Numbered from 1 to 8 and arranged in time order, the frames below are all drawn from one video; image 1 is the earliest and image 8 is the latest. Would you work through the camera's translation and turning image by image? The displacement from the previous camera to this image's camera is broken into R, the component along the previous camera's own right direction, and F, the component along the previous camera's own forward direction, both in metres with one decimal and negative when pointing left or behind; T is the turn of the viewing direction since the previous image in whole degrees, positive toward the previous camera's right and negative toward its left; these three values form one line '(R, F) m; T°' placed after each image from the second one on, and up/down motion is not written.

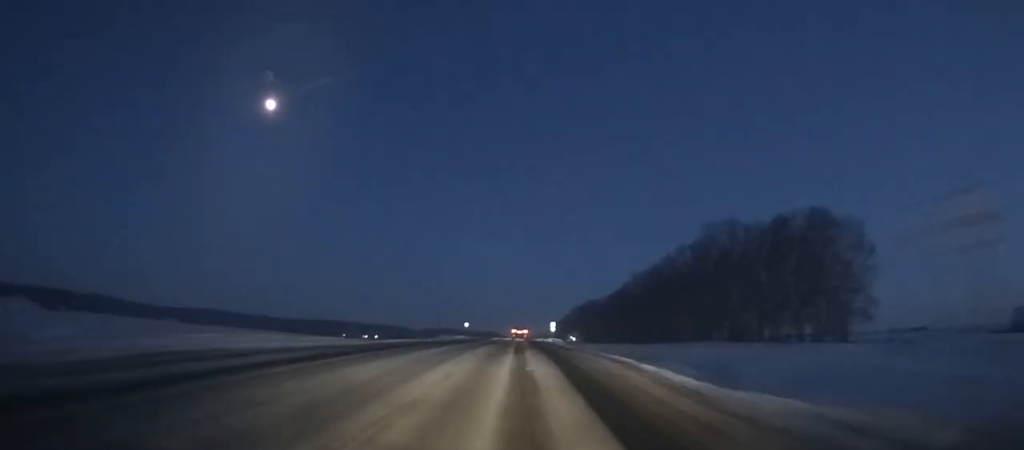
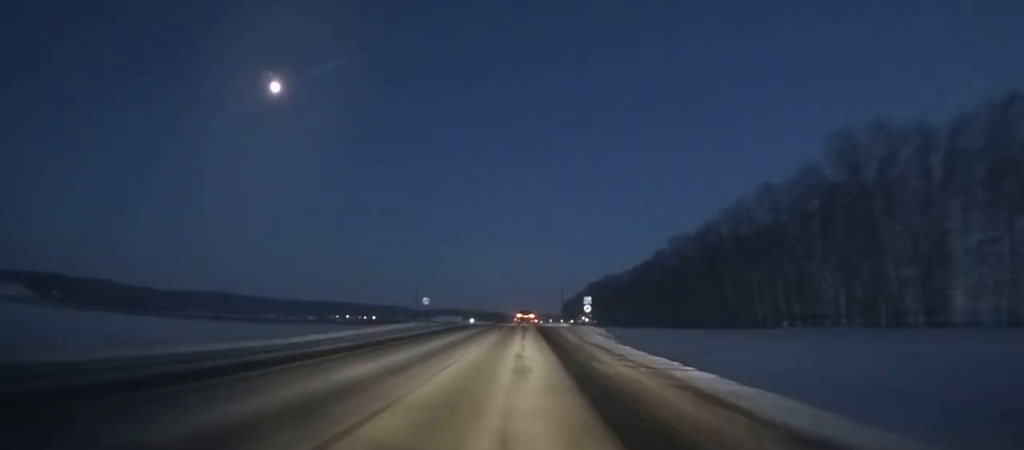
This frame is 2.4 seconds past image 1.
(-0.1, +48.4) m; 0°
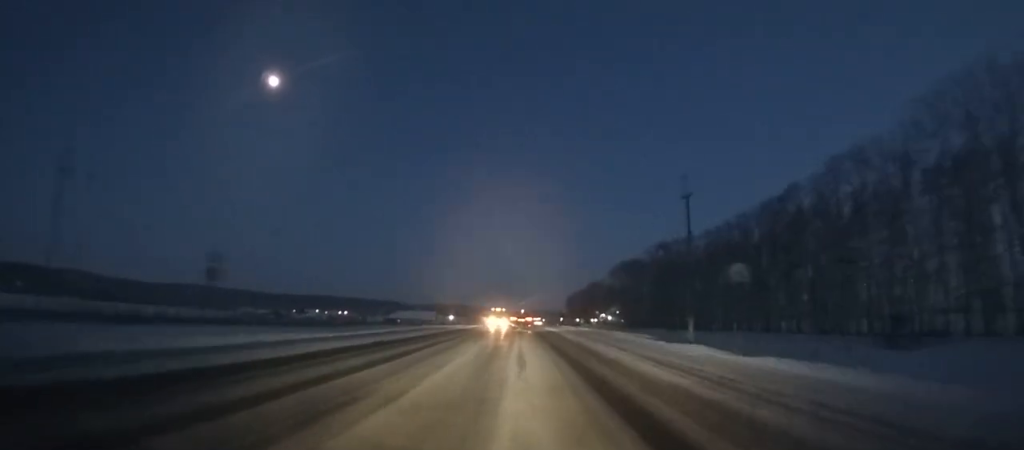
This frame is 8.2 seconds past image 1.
(0.0, +115.0) m; 0°
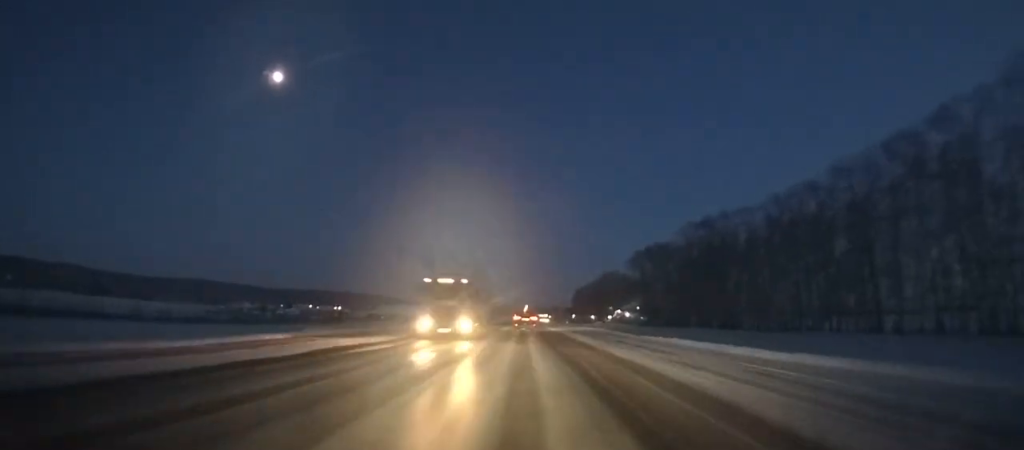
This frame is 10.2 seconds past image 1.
(0.0, +38.2) m; 0°
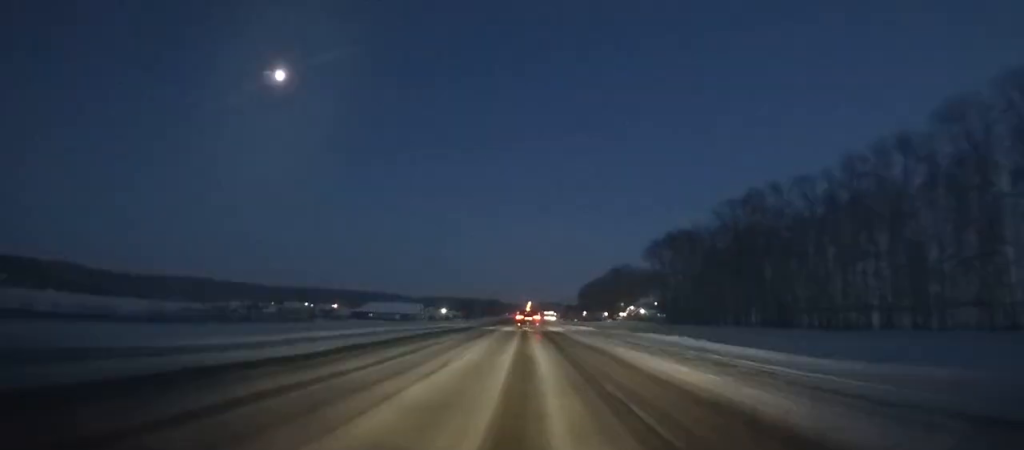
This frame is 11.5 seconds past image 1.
(0.0, +24.2) m; 0°
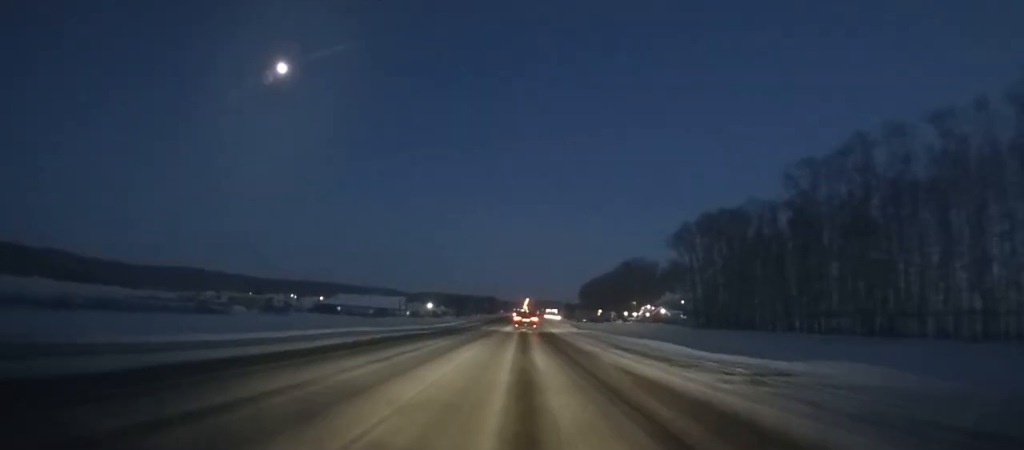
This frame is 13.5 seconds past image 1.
(0.0, +36.5) m; 0°
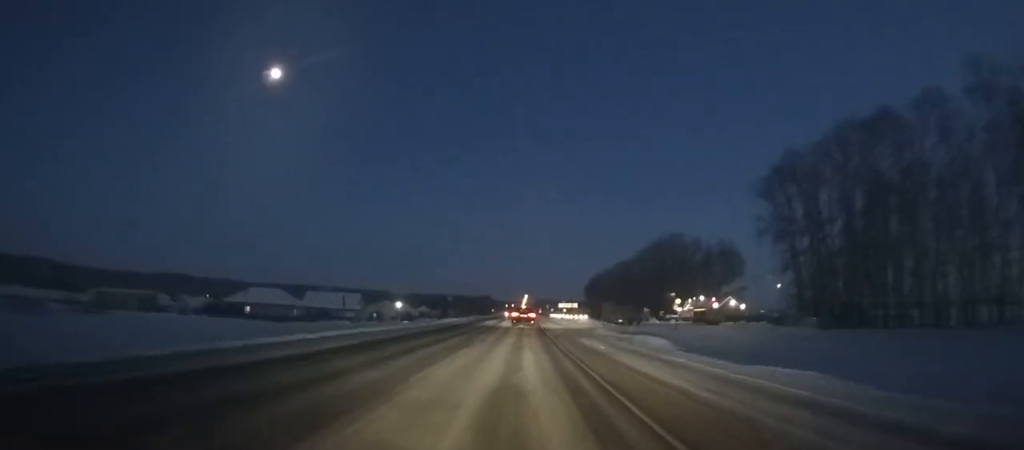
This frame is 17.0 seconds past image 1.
(+0.1, +61.9) m; 0°
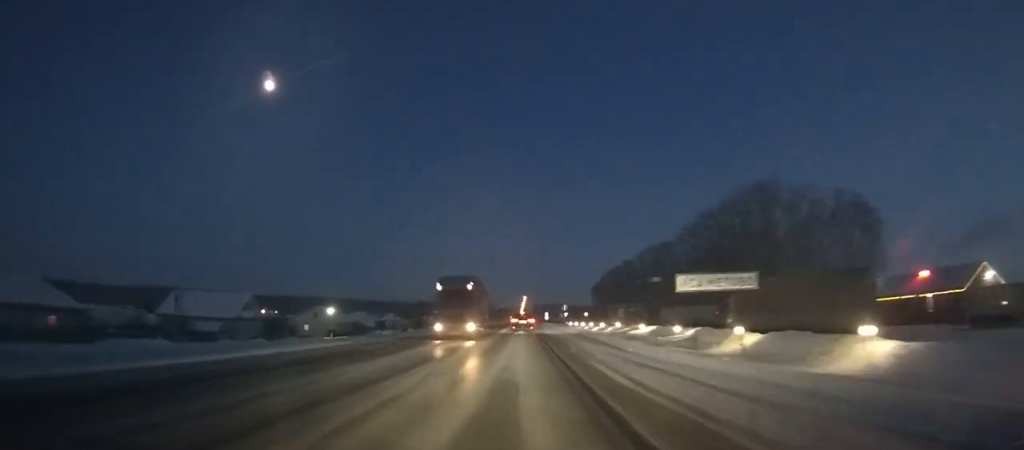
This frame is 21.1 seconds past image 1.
(+0.1, +70.2) m; 0°
